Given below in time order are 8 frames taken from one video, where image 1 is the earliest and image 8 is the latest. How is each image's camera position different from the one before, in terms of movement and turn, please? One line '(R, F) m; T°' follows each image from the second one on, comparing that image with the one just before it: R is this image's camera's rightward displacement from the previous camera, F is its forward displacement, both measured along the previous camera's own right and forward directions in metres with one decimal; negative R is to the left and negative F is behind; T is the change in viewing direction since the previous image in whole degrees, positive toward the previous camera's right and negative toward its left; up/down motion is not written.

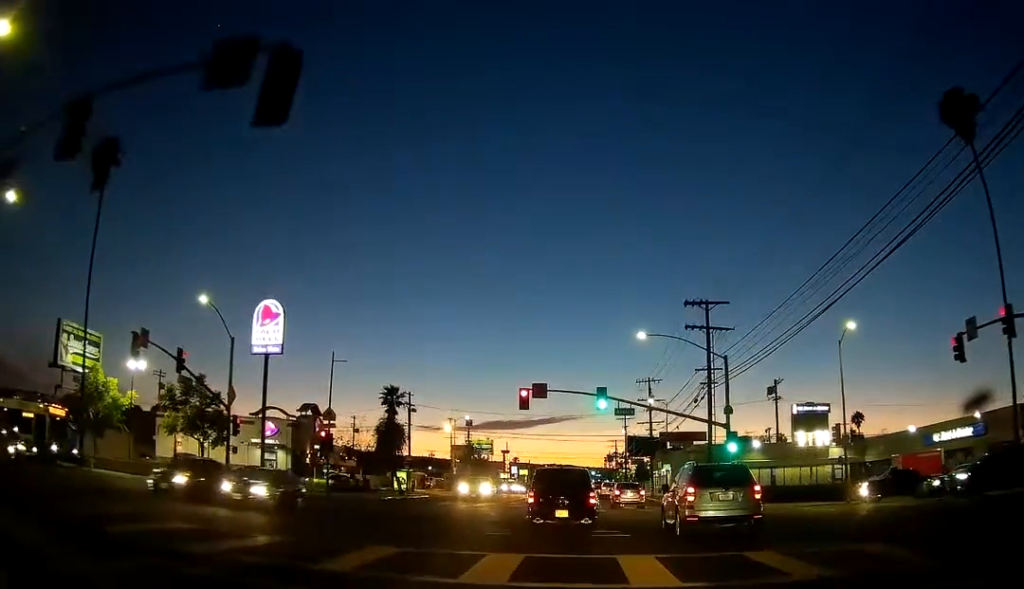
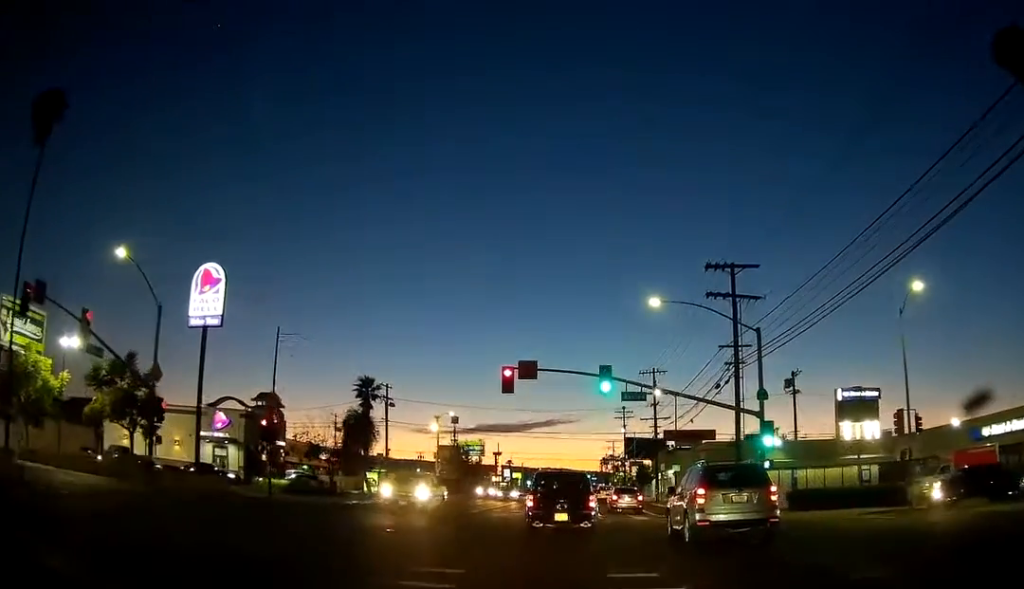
(-0.1, +8.9) m; 0°
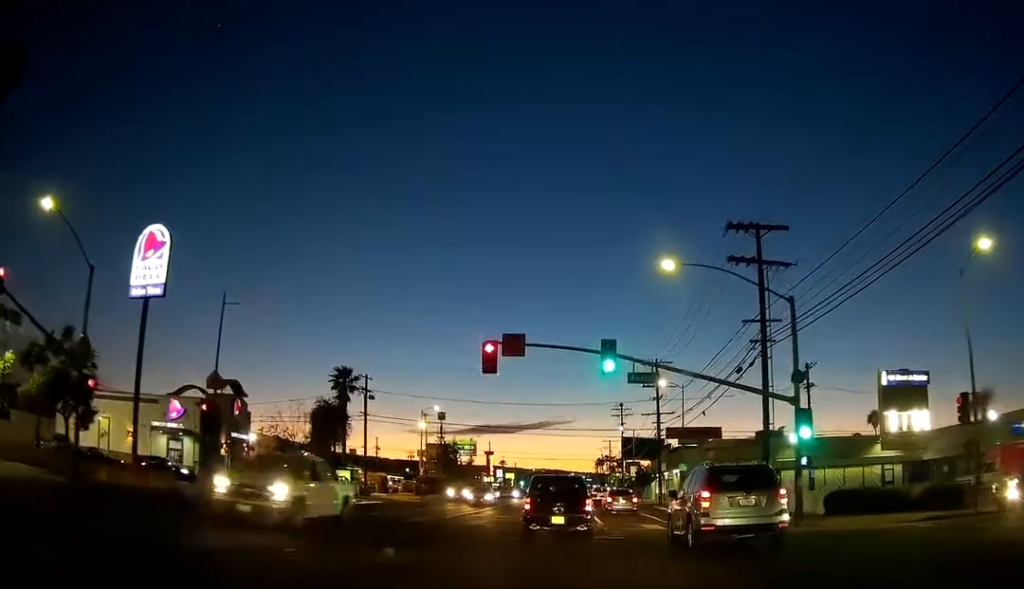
(0.0, +6.3) m; 0°
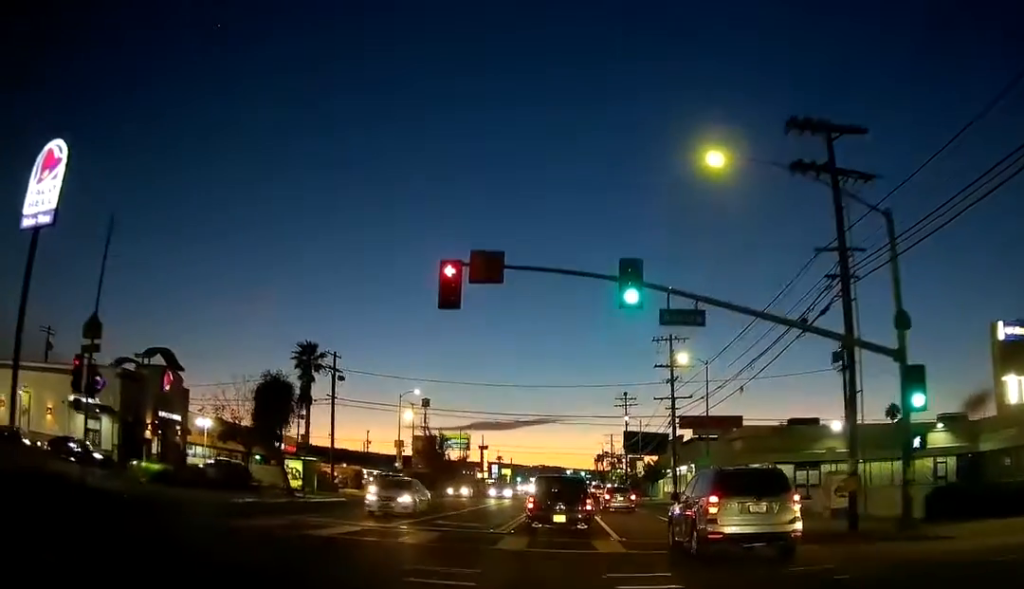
(0.0, +10.4) m; +1°
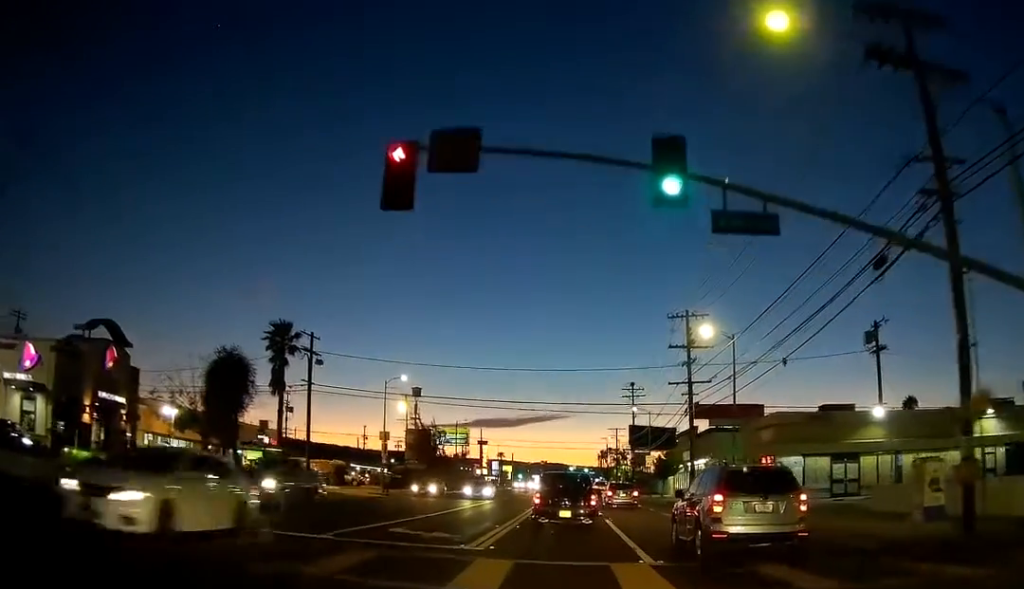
(0.0, +7.0) m; +1°
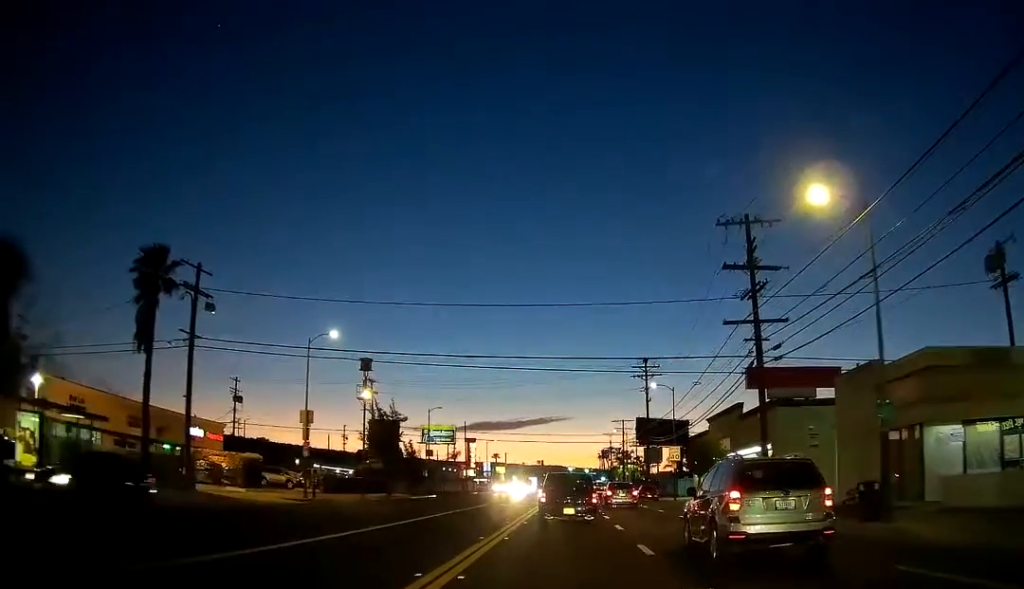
(-0.1, +18.6) m; -1°
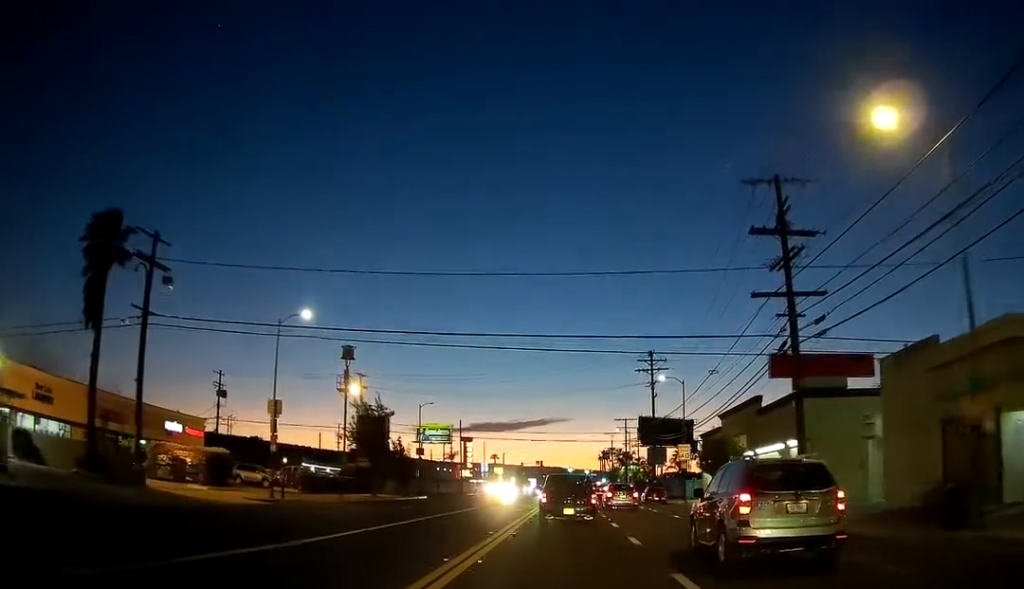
(0.0, +5.3) m; 0°
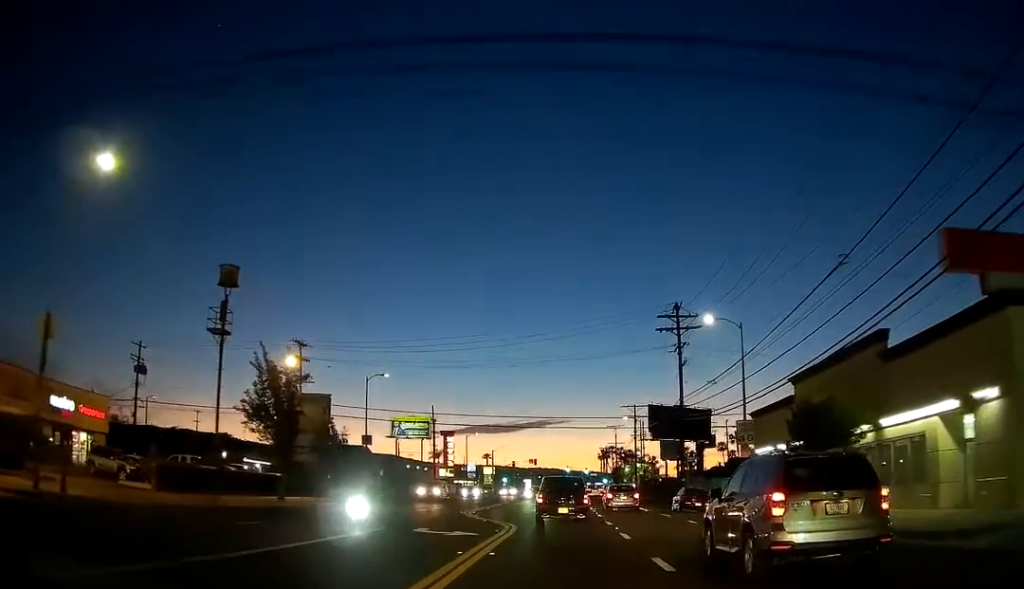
(-0.1, +19.8) m; 0°
